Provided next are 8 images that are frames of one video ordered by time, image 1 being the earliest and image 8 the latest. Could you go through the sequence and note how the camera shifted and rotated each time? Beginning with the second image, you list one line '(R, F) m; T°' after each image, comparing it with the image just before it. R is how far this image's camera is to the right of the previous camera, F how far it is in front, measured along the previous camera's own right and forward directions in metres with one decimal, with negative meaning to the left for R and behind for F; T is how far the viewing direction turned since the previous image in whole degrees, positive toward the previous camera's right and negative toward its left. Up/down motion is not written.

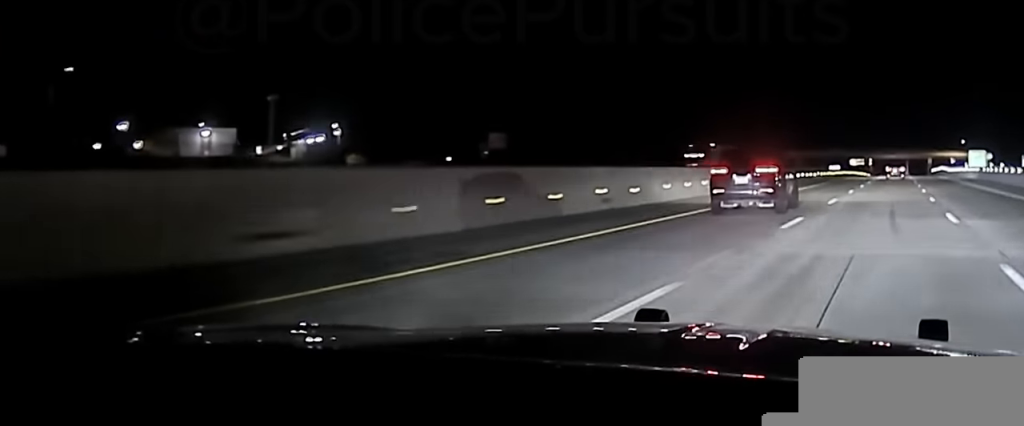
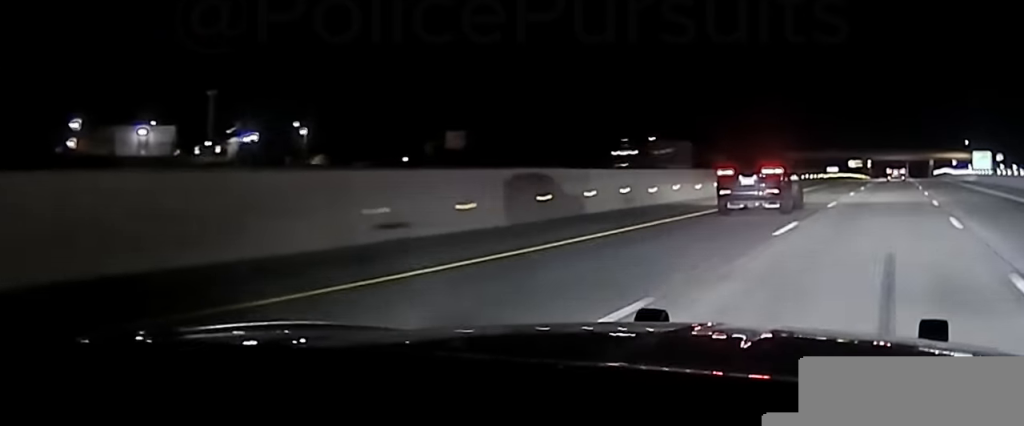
(0.0, +12.9) m; 0°
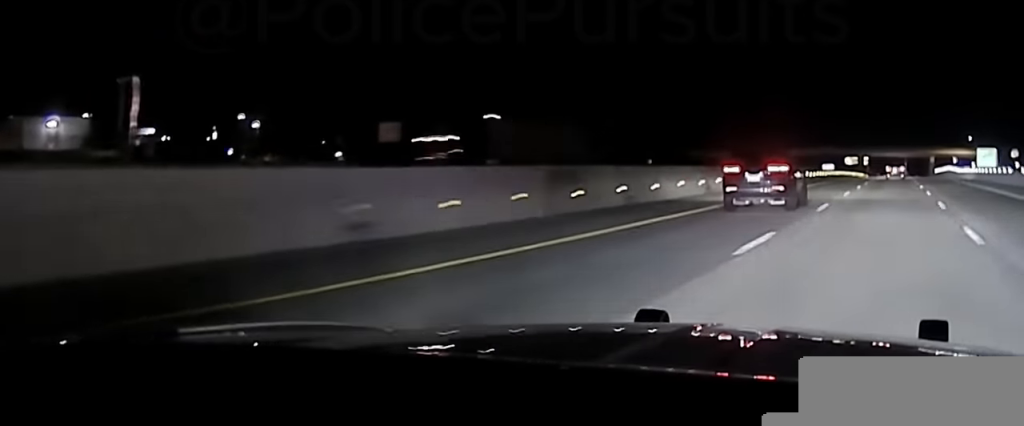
(0.0, +15.8) m; 0°
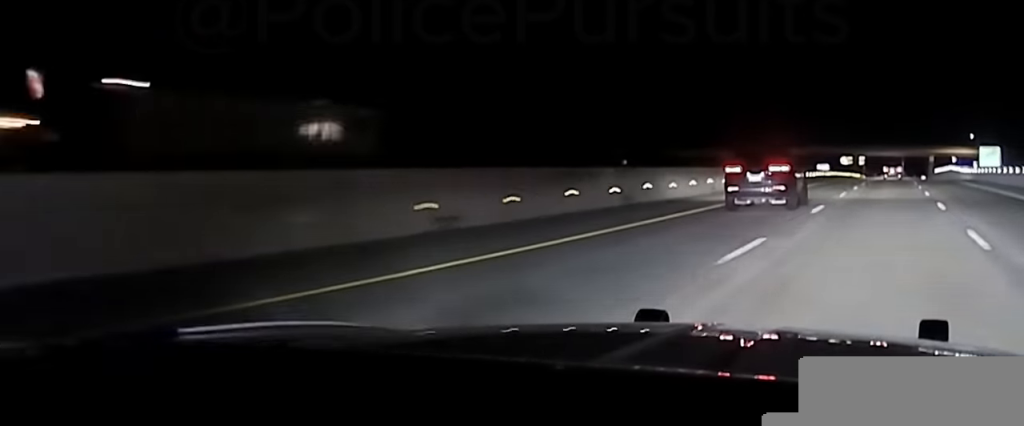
(0.0, +12.2) m; 0°
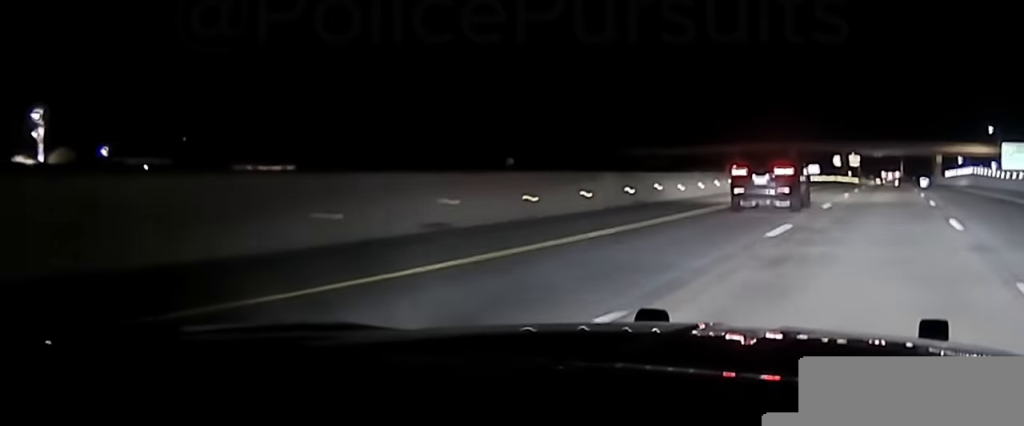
(-0.4, +42.7) m; -1°
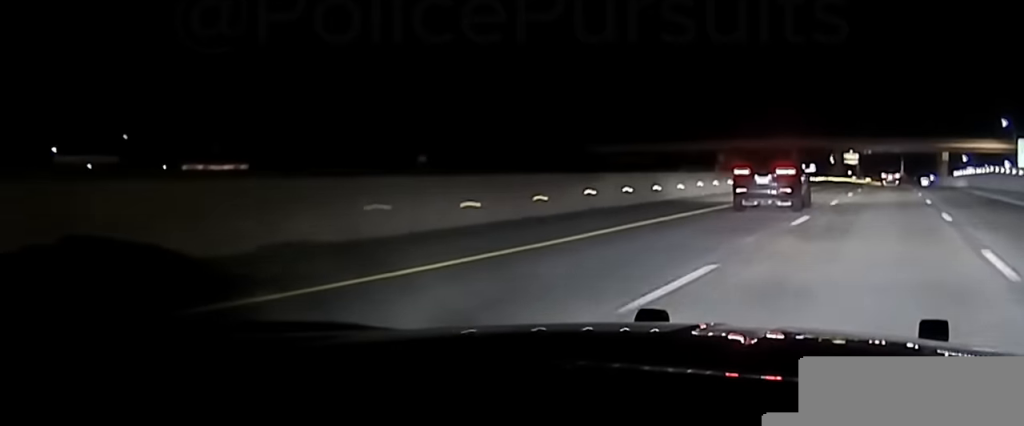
(-0.1, +21.7) m; 0°
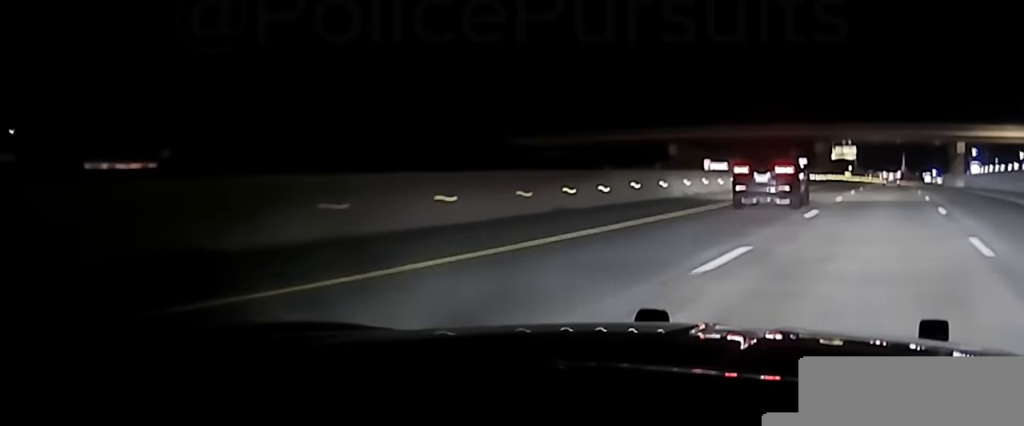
(+0.3, +34.0) m; 0°
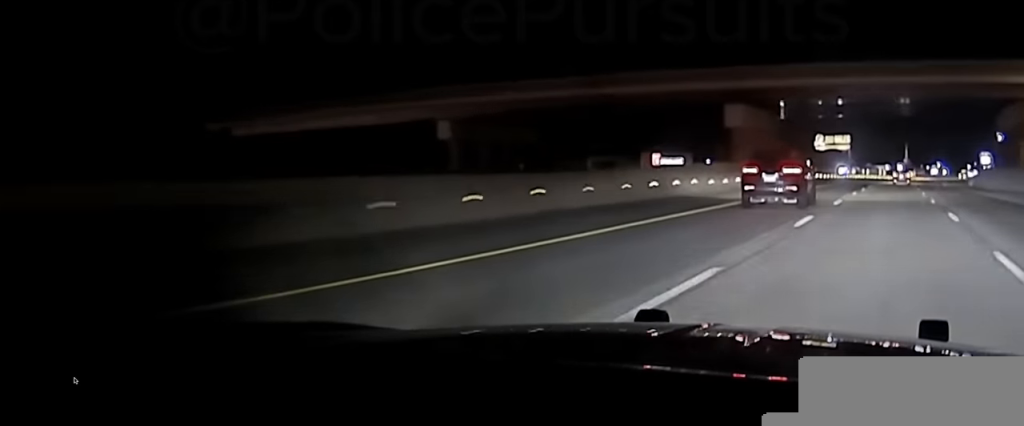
(+0.6, +65.7) m; +1°
